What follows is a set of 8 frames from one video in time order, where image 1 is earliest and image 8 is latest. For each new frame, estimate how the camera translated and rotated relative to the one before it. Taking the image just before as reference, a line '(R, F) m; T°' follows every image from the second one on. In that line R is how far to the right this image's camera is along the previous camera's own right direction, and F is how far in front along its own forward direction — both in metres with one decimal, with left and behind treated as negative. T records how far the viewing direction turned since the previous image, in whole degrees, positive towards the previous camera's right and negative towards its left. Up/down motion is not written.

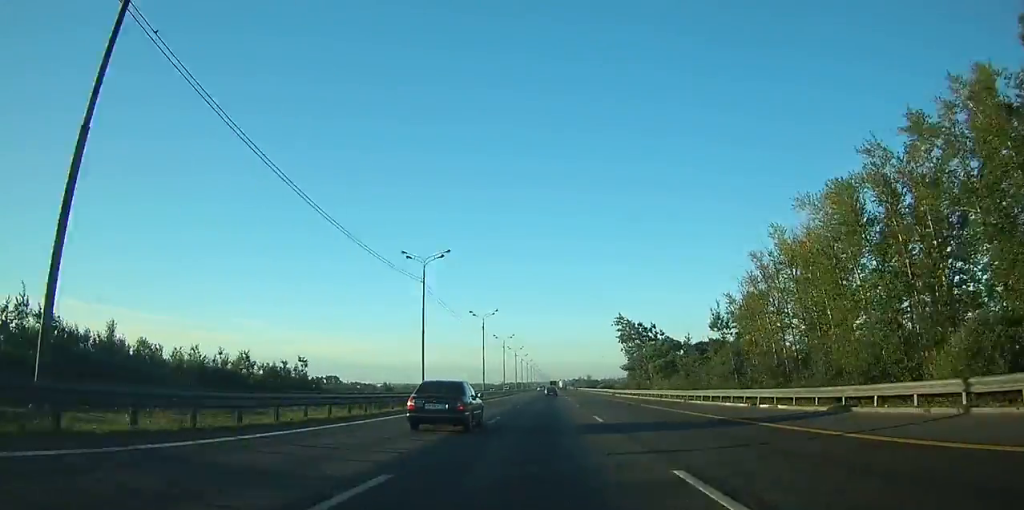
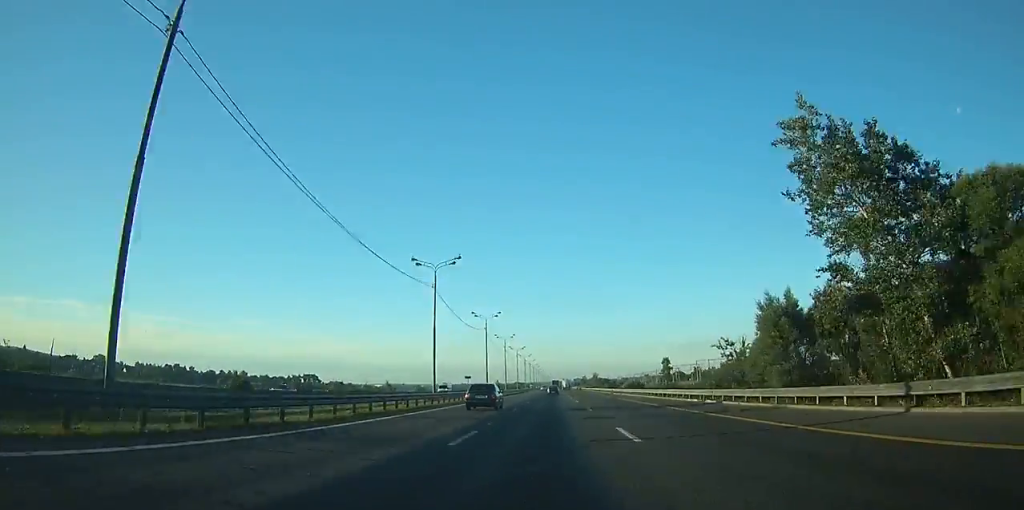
(+0.3, +84.4) m; 0°
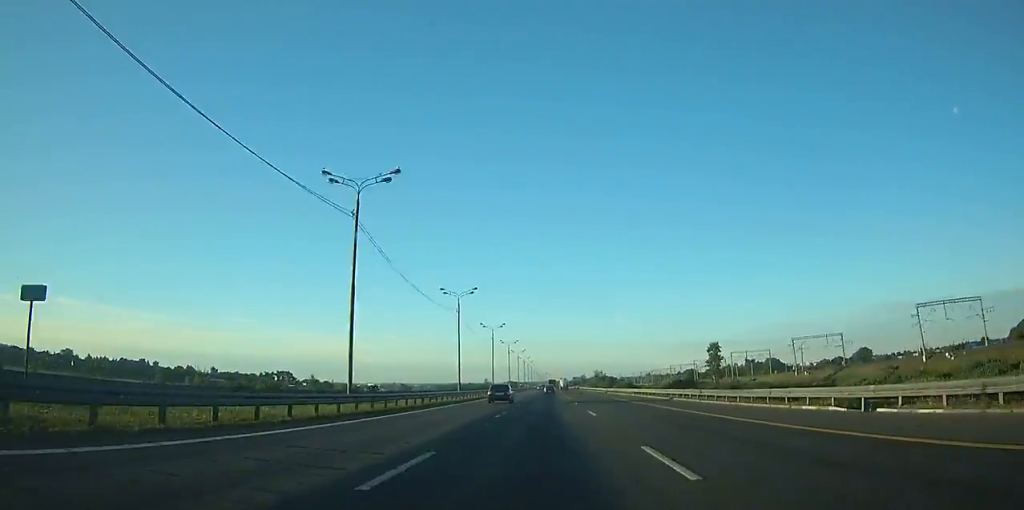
(-0.1, +66.2) m; 0°
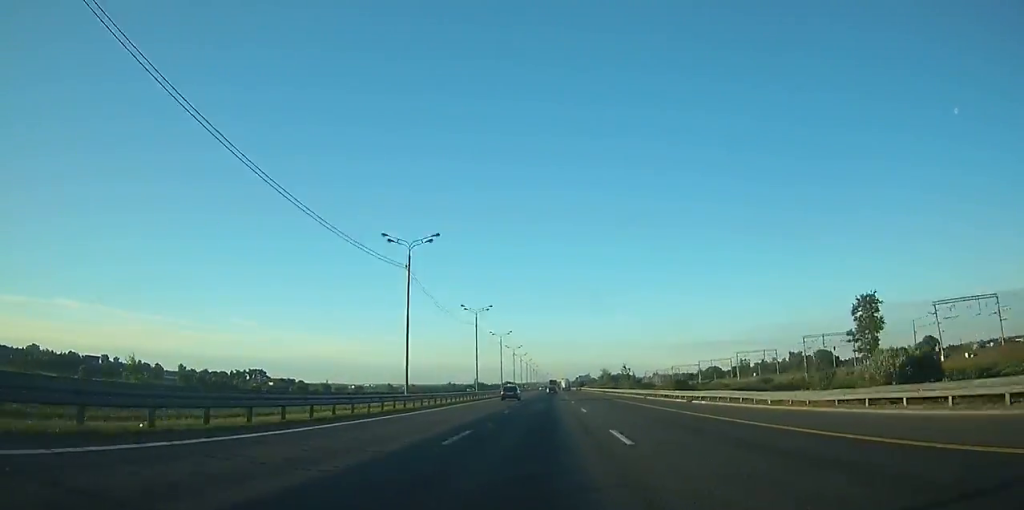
(+0.2, +72.4) m; 0°
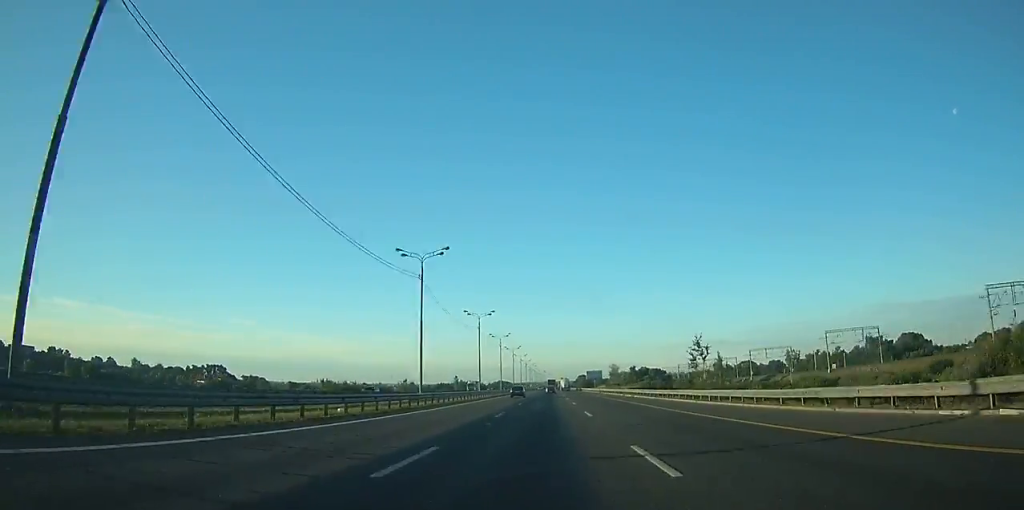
(0.0, +85.1) m; 0°
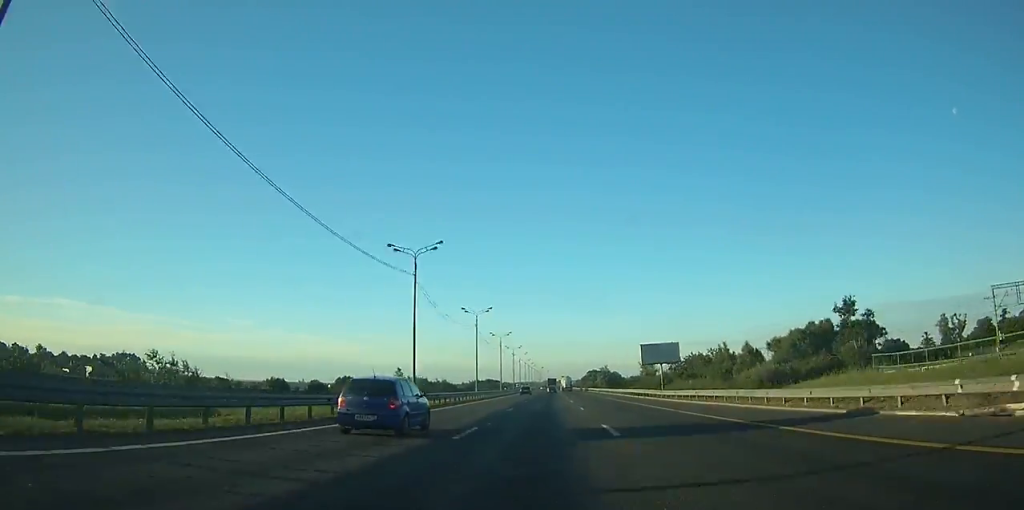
(-0.2, +142.3) m; 0°
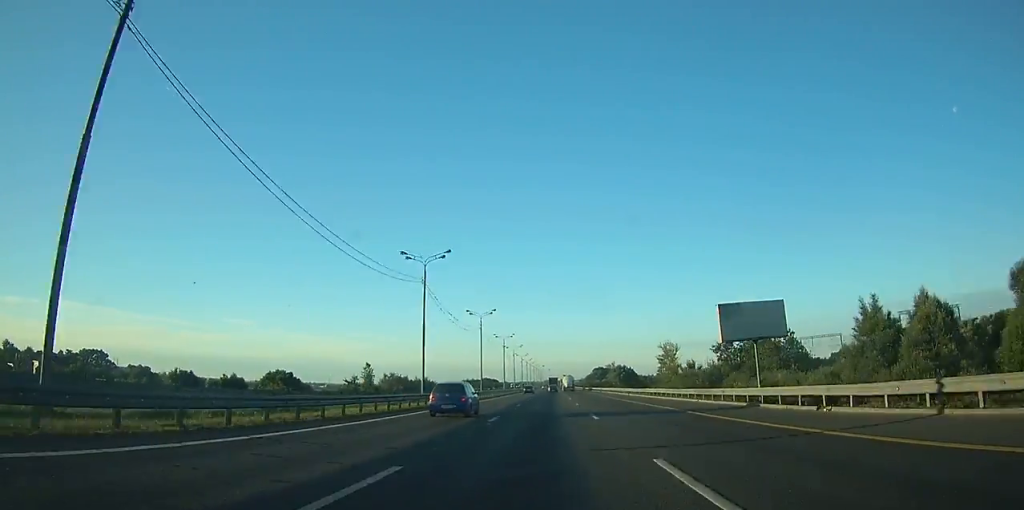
(0.0, +44.9) m; 0°
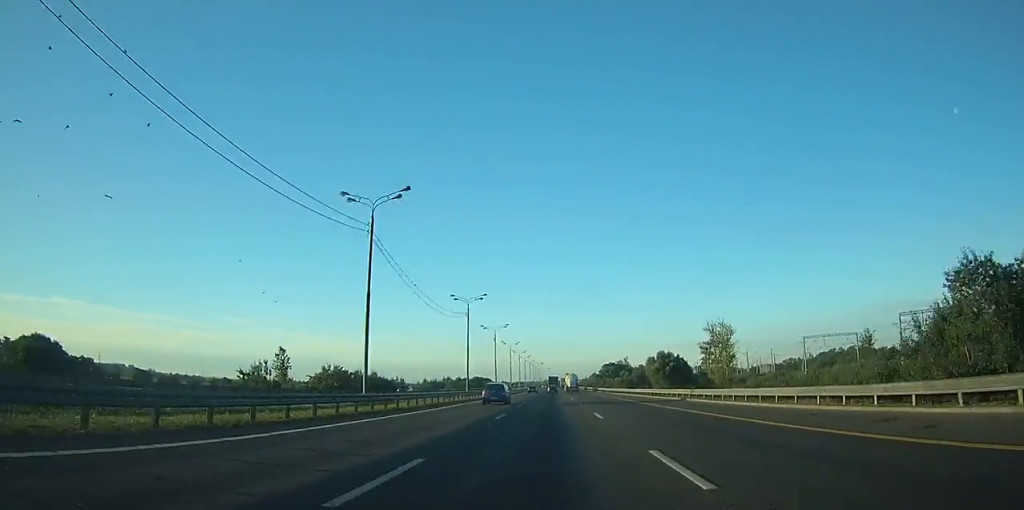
(0.0, +64.2) m; 0°
